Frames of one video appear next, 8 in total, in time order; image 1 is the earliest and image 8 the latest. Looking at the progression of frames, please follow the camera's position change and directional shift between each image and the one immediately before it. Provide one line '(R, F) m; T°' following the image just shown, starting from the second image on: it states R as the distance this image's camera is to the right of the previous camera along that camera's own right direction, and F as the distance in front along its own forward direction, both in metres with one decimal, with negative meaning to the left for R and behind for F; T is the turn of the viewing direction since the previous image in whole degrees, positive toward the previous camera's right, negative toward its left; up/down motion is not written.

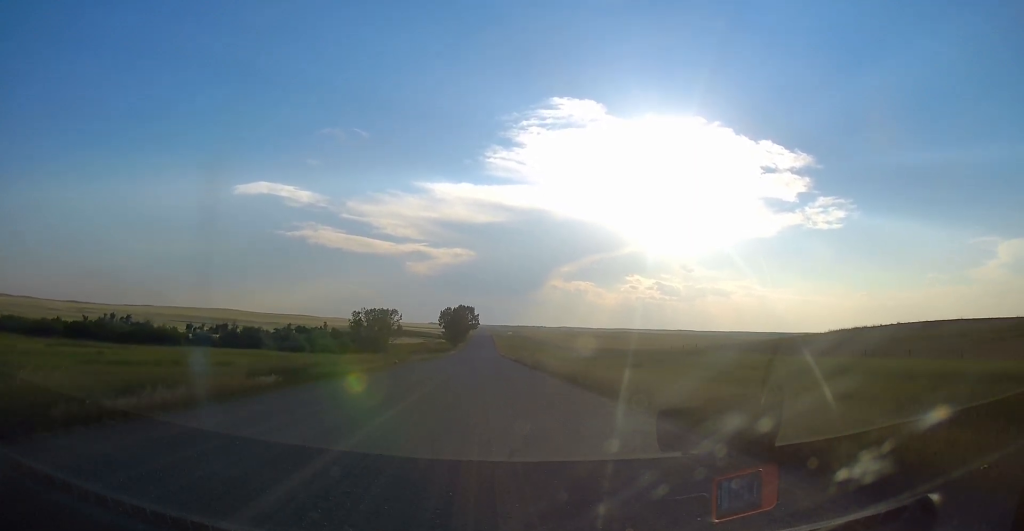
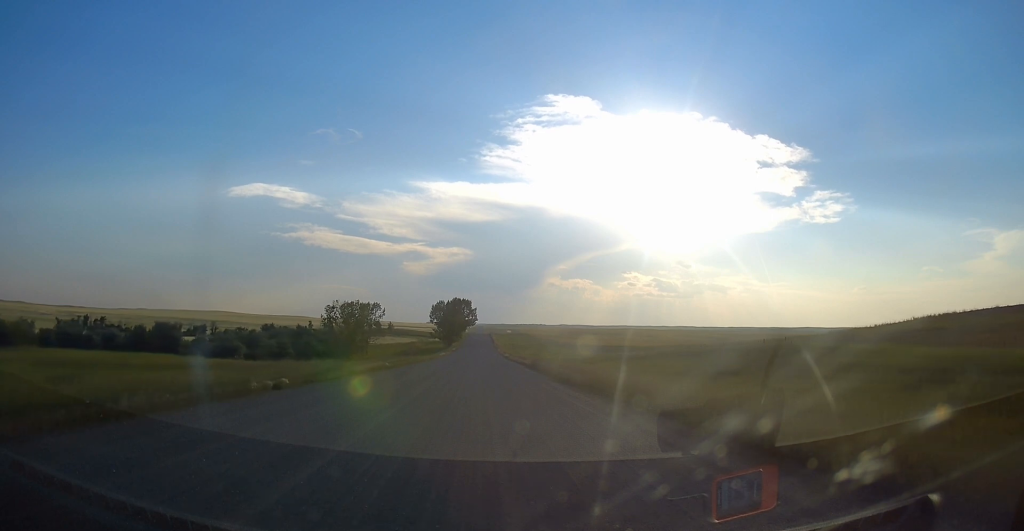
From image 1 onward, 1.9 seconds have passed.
(0.0, +28.5) m; +1°
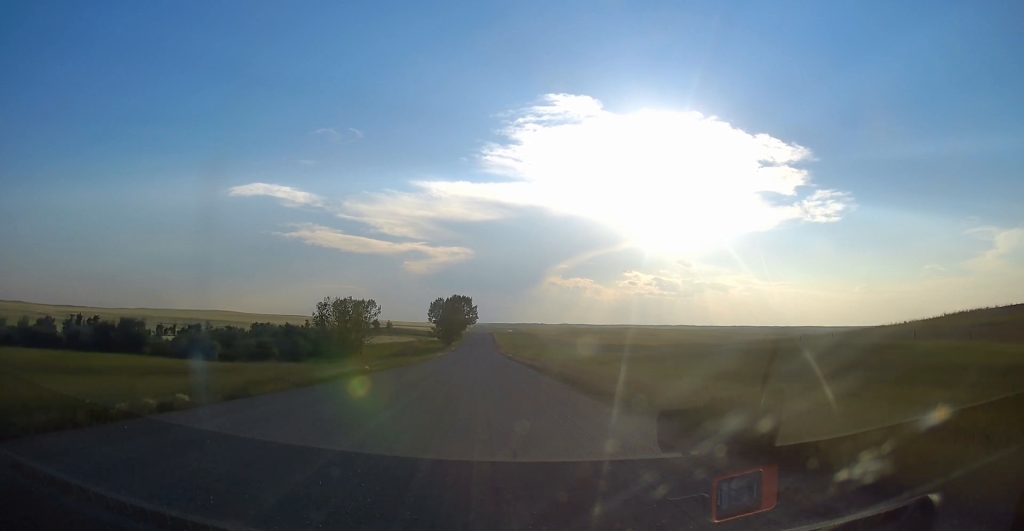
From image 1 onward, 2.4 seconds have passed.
(-0.1, +8.1) m; +1°
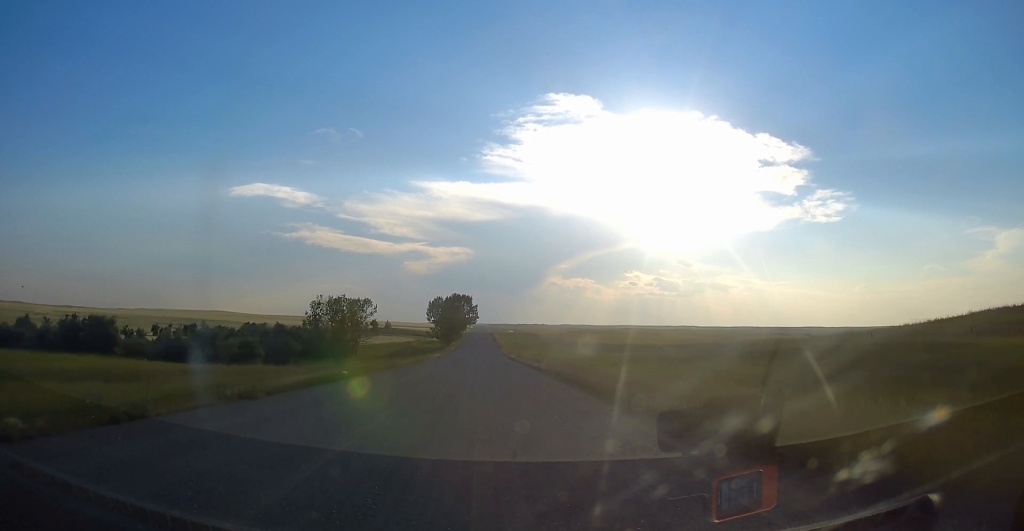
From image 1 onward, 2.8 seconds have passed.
(+0.1, +6.1) m; 0°
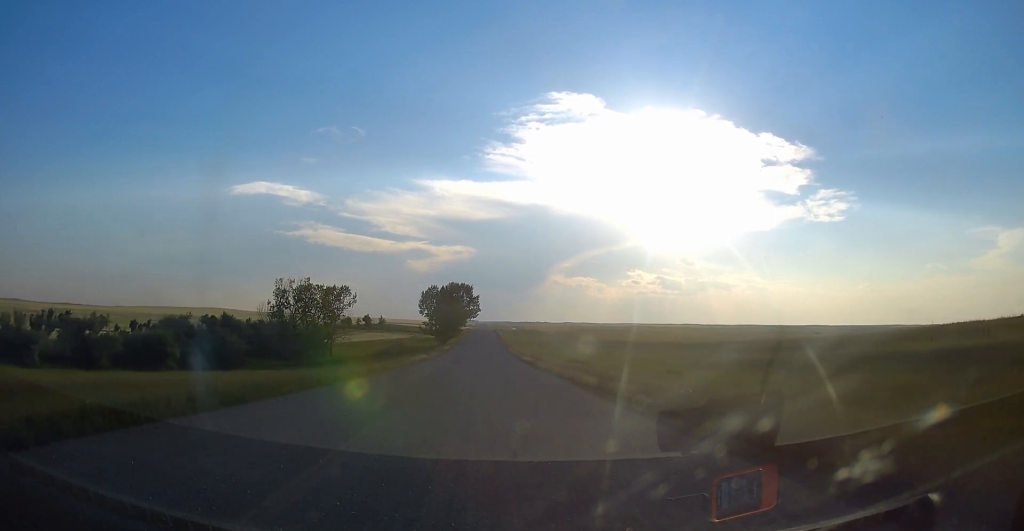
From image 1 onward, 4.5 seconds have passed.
(-0.1, +25.3) m; -2°
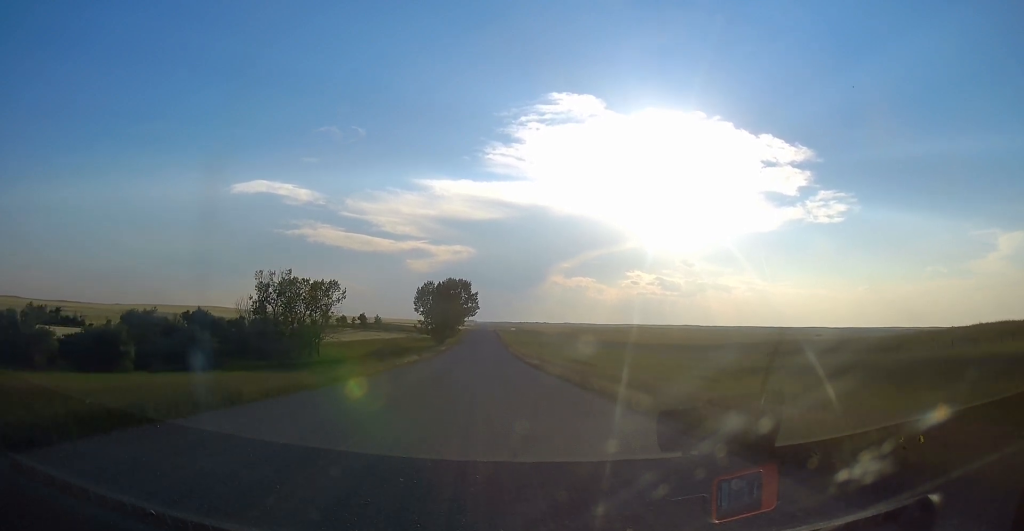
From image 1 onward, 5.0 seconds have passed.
(0.0, +8.4) m; 0°
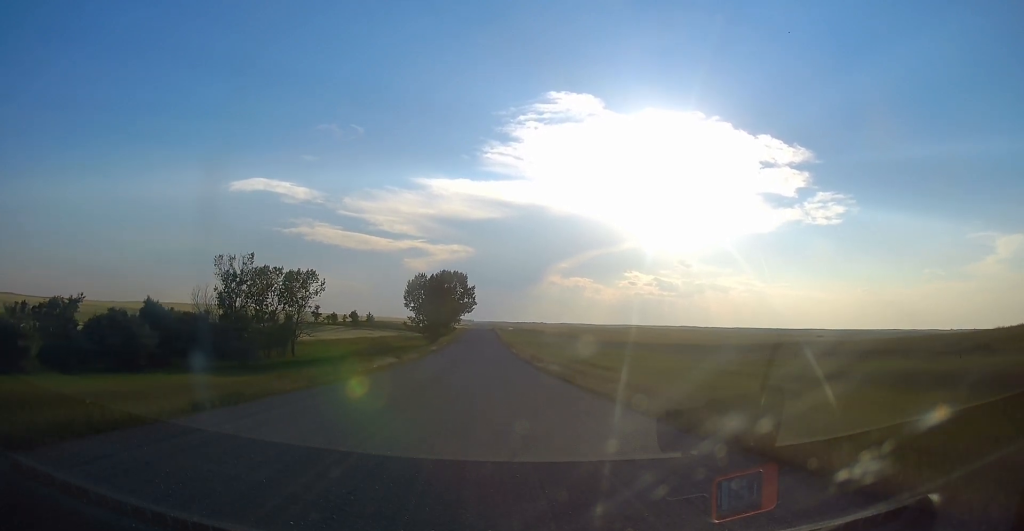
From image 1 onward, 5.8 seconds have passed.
(0.0, +13.1) m; 0°
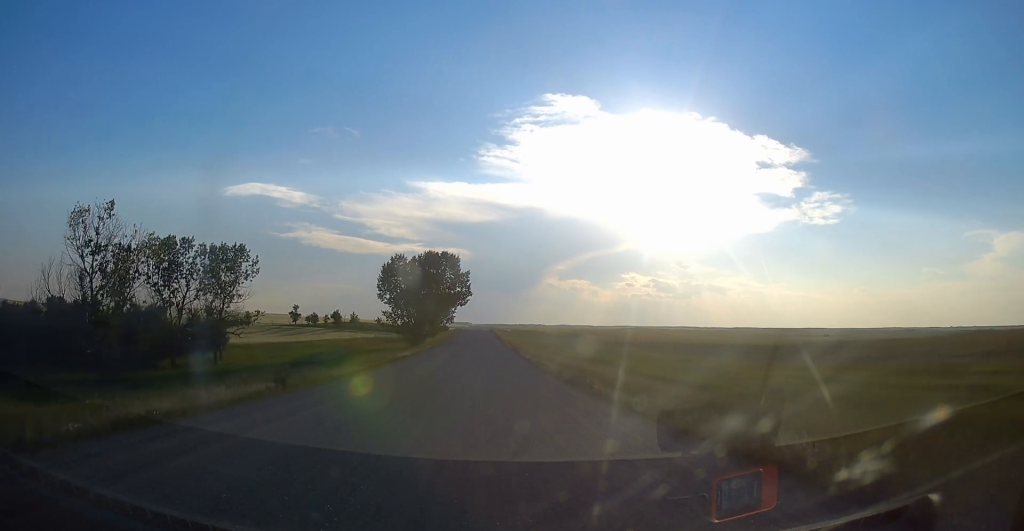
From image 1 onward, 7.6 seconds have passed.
(0.0, +27.8) m; 0°
